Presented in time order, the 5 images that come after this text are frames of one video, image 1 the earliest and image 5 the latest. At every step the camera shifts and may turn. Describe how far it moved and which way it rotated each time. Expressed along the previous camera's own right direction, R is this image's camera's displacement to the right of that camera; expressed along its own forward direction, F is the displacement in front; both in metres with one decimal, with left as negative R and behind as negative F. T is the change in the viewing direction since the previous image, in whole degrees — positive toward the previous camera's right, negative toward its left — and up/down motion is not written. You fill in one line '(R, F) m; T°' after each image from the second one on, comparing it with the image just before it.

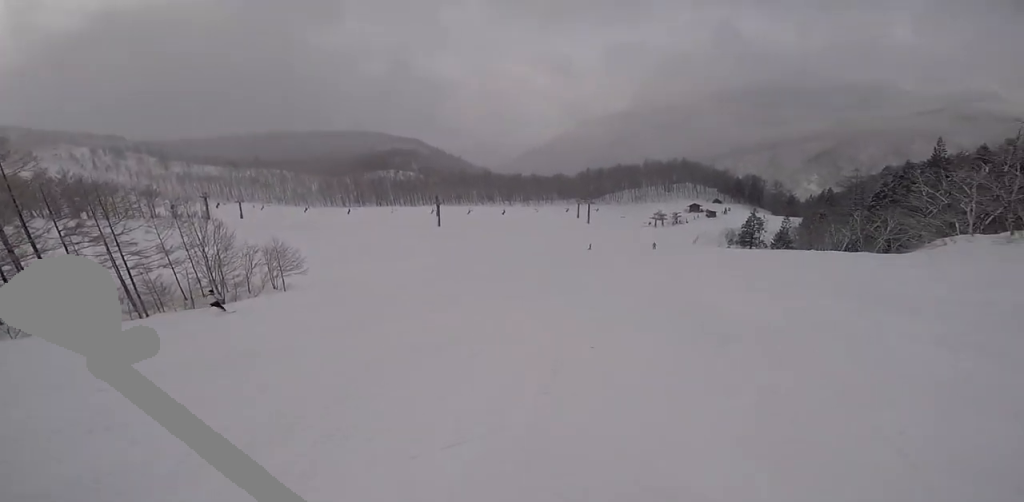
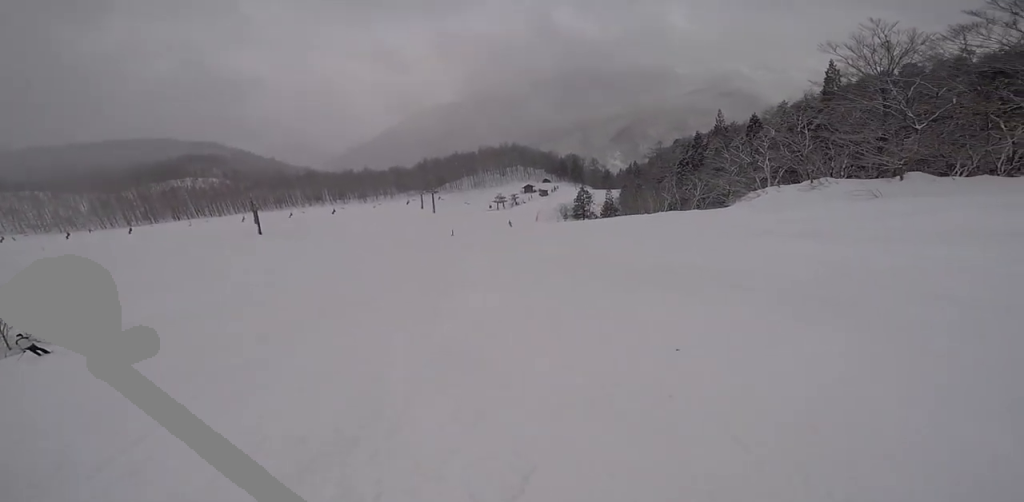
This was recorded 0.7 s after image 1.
(+1.3, +3.0) m; +10°
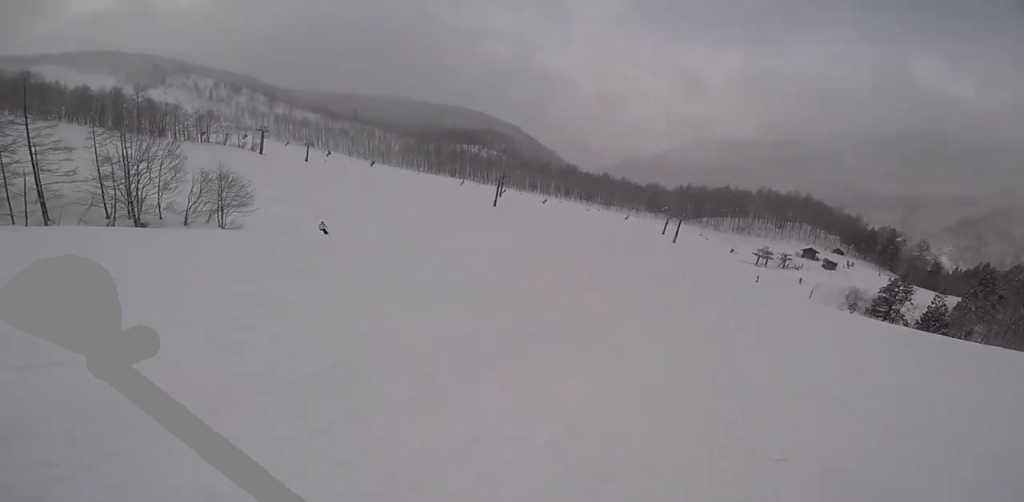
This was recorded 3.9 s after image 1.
(+2.3, +17.6) m; -5°
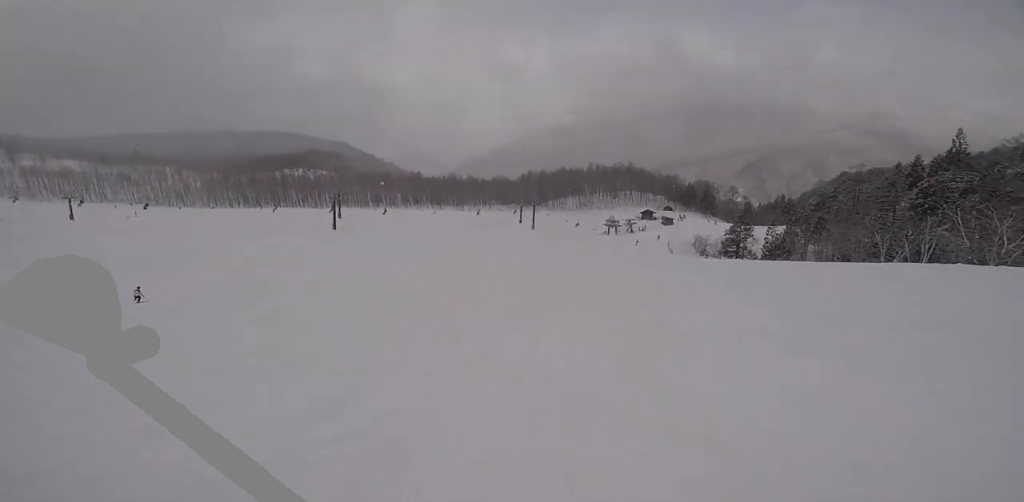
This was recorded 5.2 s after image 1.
(-1.0, +7.9) m; +11°
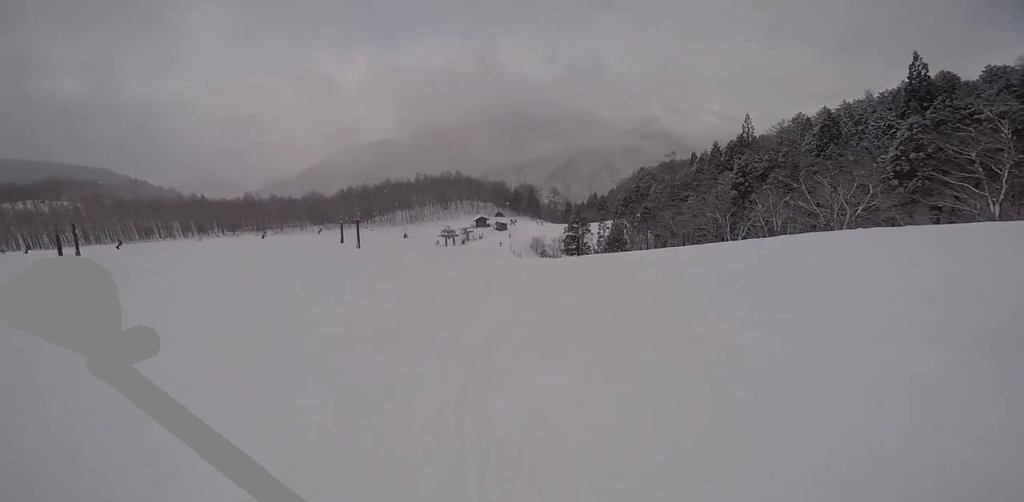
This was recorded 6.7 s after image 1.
(+3.2, +11.1) m; +13°
